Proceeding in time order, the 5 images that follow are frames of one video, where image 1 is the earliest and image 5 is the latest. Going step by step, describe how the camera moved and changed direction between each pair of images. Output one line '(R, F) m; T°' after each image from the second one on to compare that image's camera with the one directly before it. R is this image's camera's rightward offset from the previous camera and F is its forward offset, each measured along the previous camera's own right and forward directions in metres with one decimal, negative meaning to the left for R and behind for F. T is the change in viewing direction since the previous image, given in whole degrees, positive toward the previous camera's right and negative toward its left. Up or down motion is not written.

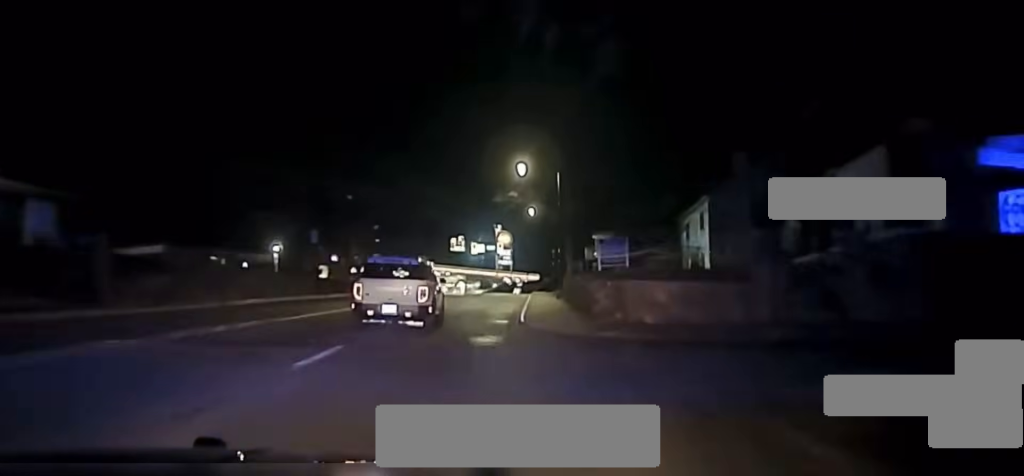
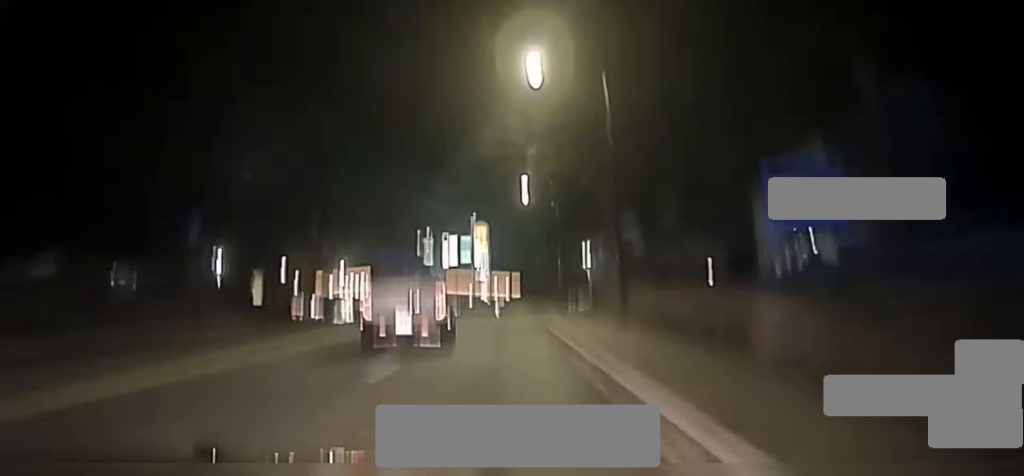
(+0.4, +24.2) m; +1°
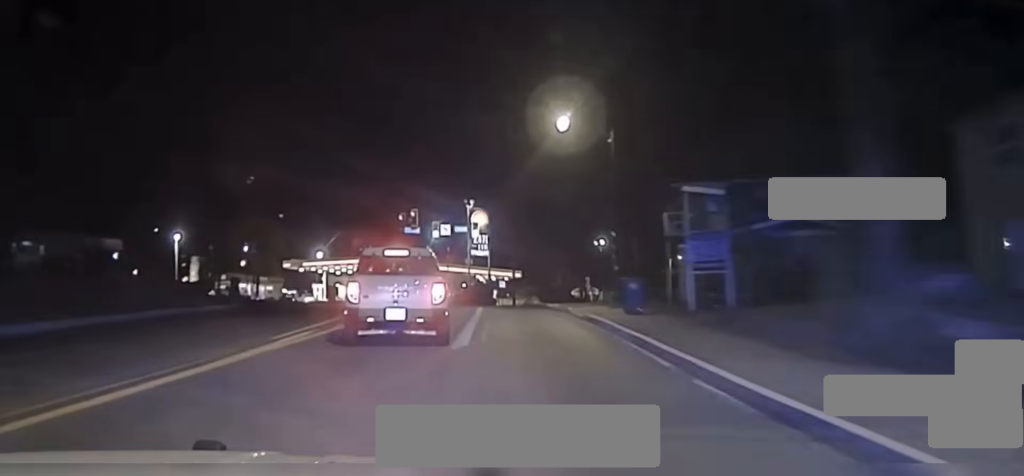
(+0.2, +20.8) m; -1°
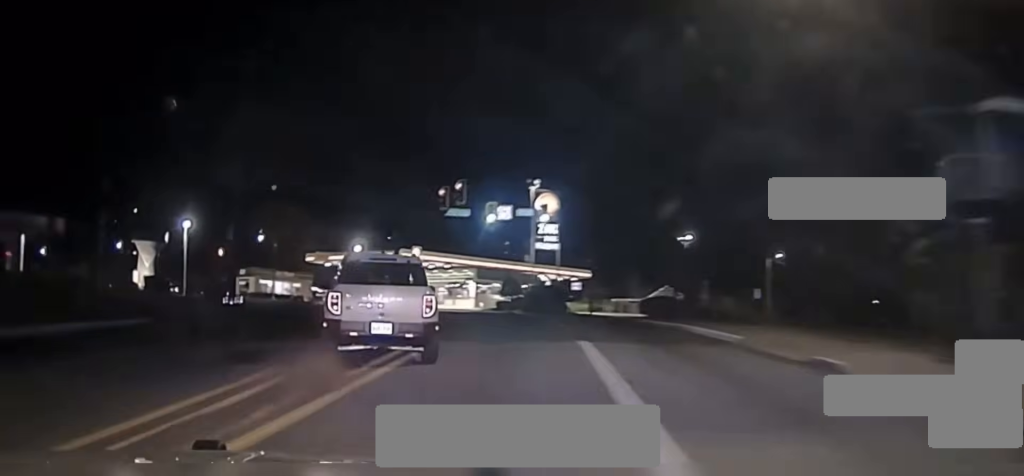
(-0.2, +21.6) m; -5°
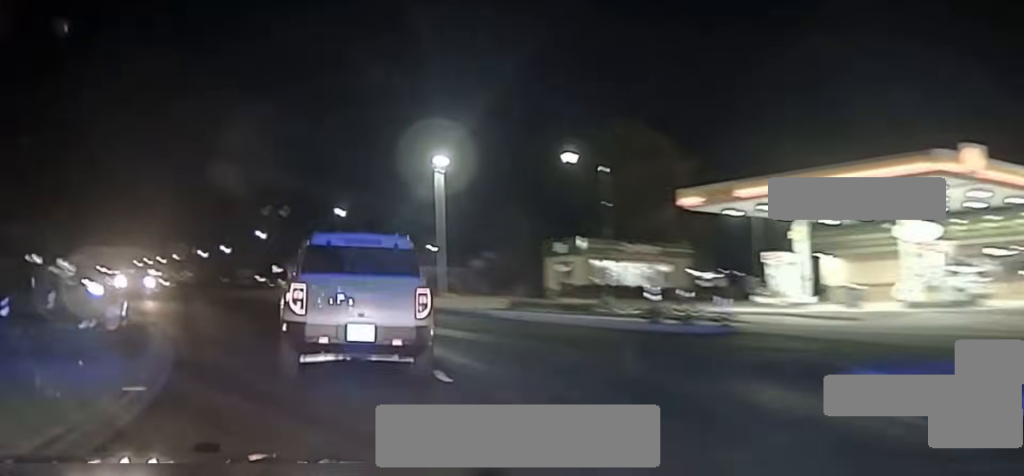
(-13.5, +55.4) m; -29°
